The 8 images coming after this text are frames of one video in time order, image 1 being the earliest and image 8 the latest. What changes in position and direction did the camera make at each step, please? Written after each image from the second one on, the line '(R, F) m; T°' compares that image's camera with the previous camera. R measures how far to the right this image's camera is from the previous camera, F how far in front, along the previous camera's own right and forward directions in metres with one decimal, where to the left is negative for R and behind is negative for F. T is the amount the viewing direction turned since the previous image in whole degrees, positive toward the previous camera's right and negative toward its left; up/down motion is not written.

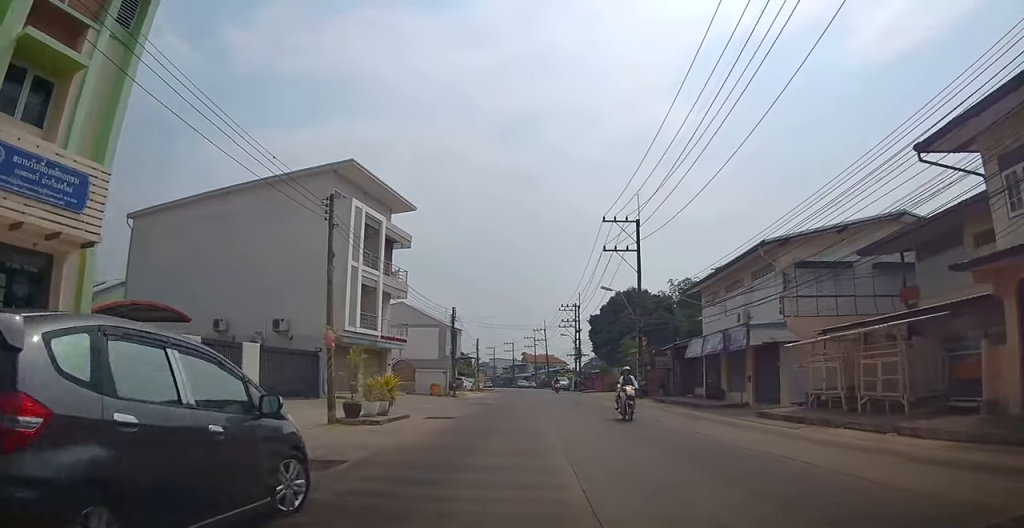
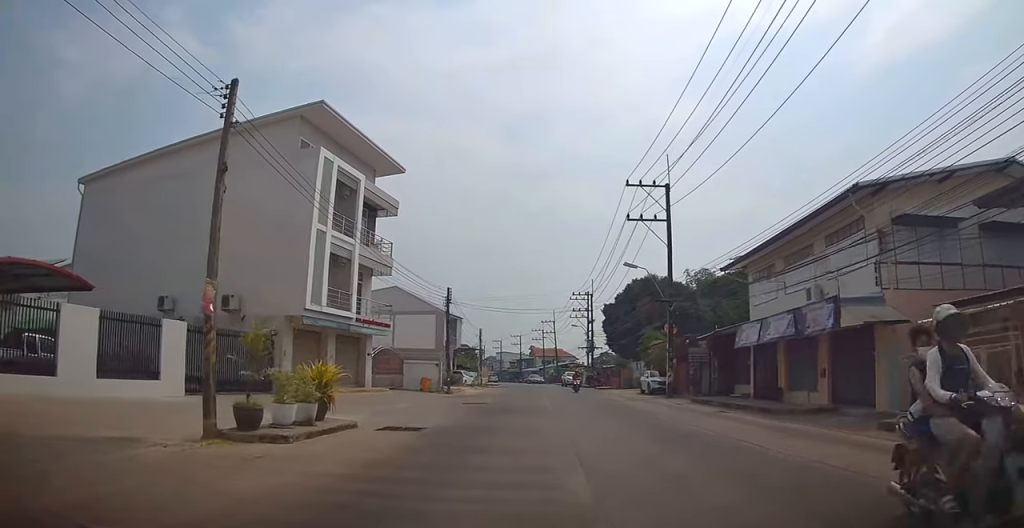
(-0.1, +6.8) m; -1°
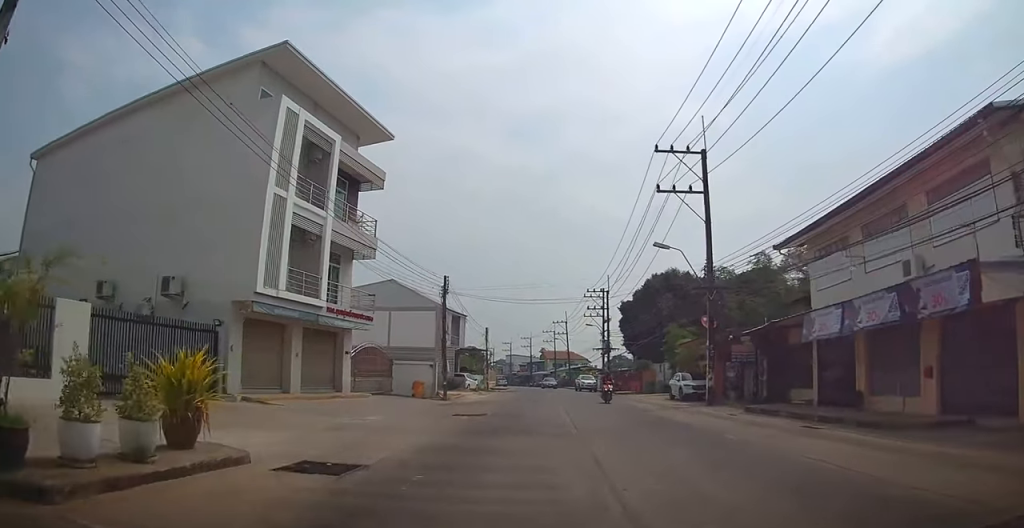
(-0.1, +5.7) m; -1°
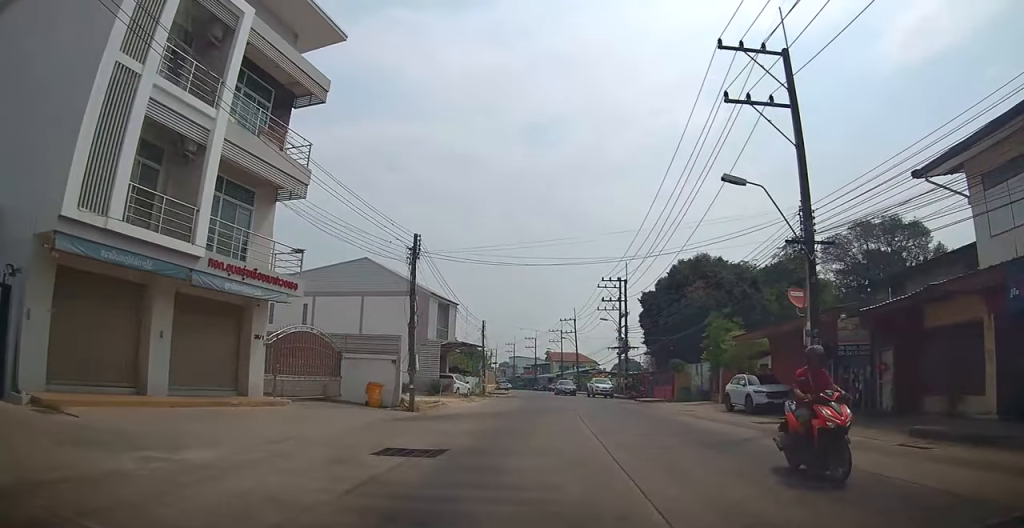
(-0.2, +9.5) m; -1°
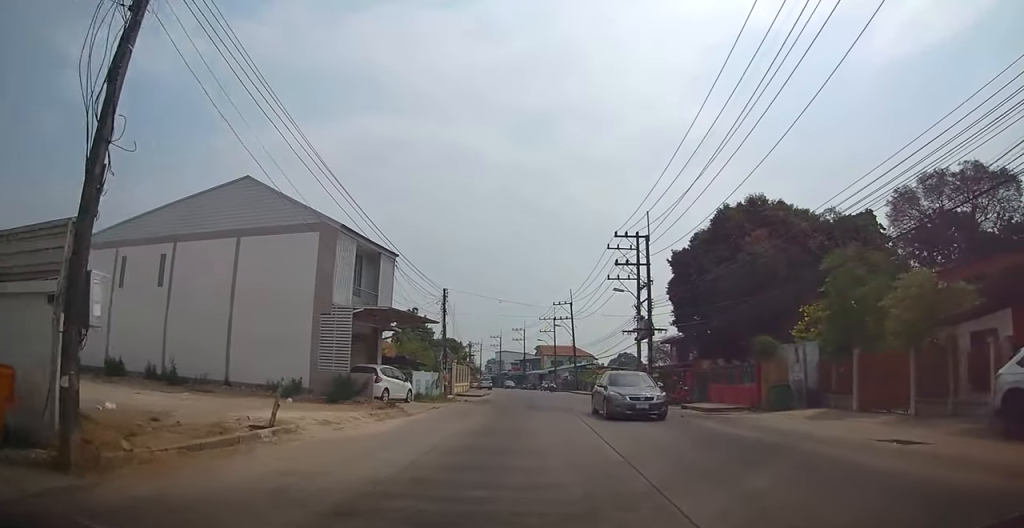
(+0.2, +16.9) m; +2°
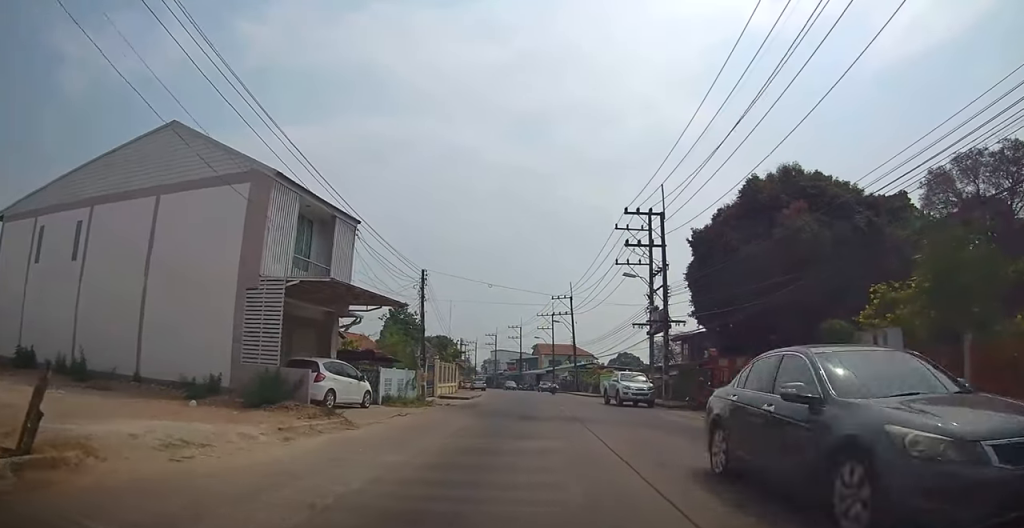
(0.0, +6.0) m; +1°
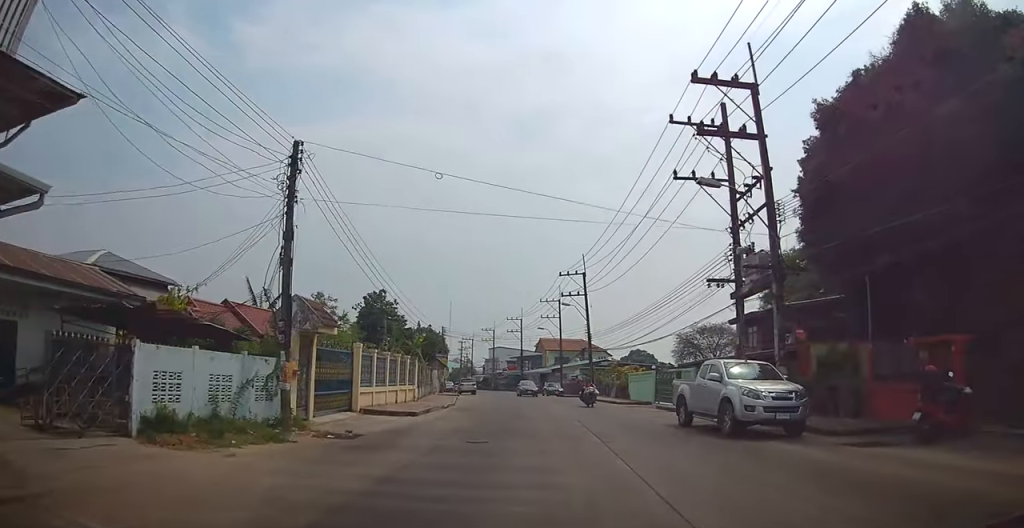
(+0.3, +16.3) m; 0°
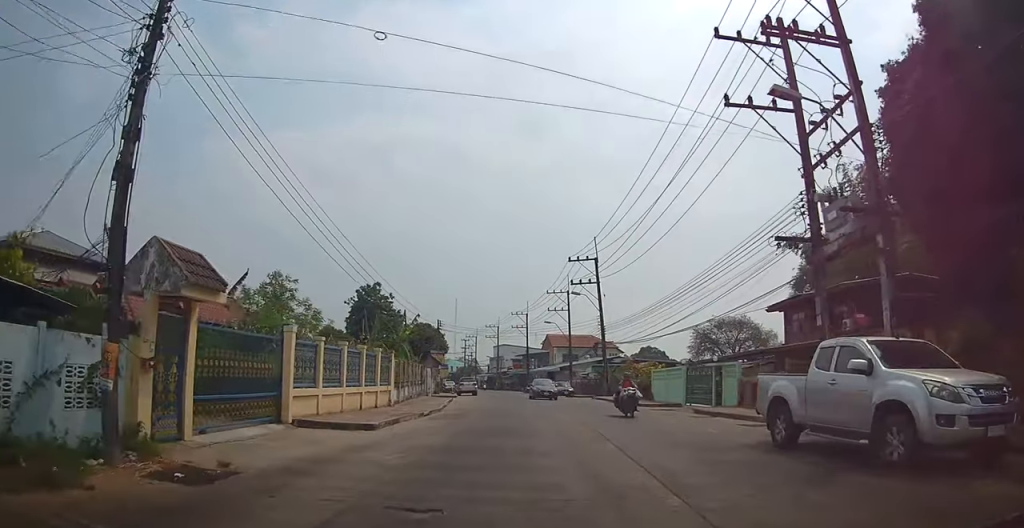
(0.0, +6.0) m; -2°
